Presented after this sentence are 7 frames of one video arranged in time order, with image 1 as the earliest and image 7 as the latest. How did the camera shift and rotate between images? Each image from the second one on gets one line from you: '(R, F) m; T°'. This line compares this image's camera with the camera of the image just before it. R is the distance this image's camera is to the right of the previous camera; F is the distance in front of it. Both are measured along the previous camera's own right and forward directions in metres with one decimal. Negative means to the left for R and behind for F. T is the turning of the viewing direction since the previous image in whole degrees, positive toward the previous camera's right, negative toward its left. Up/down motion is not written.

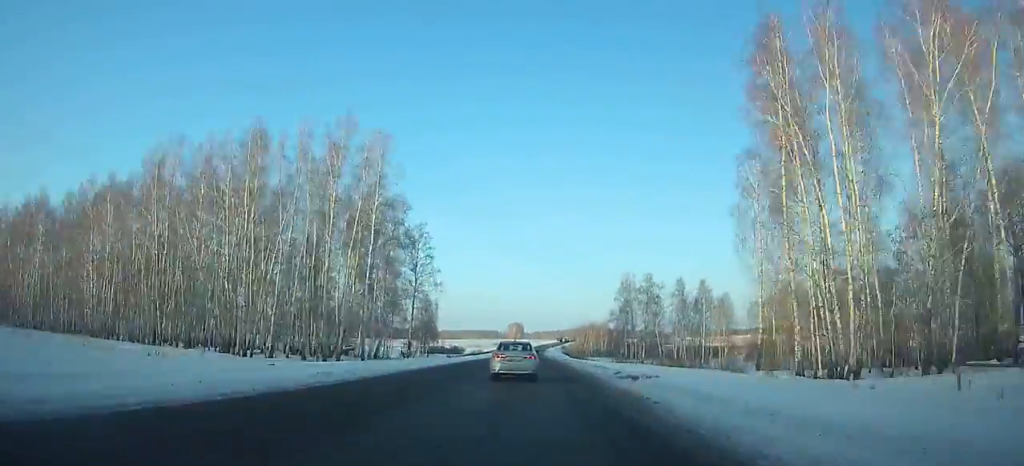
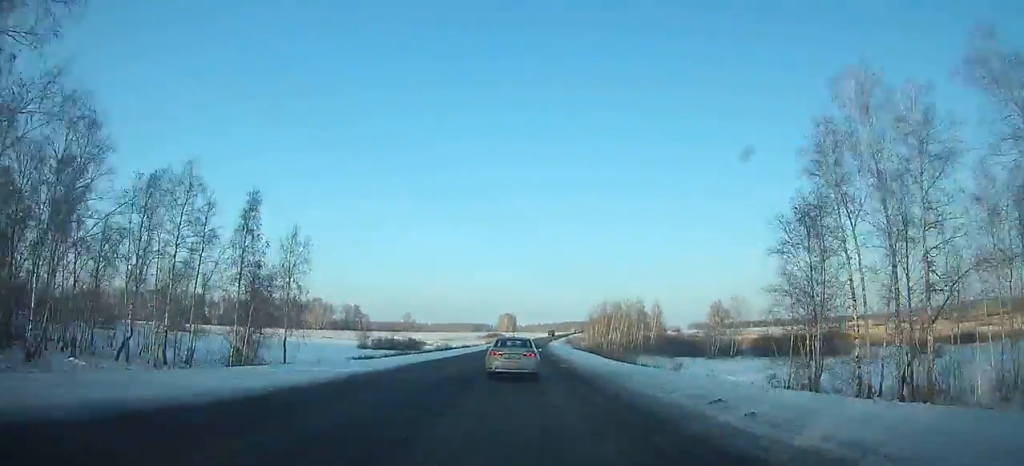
(0.0, +74.9) m; 0°
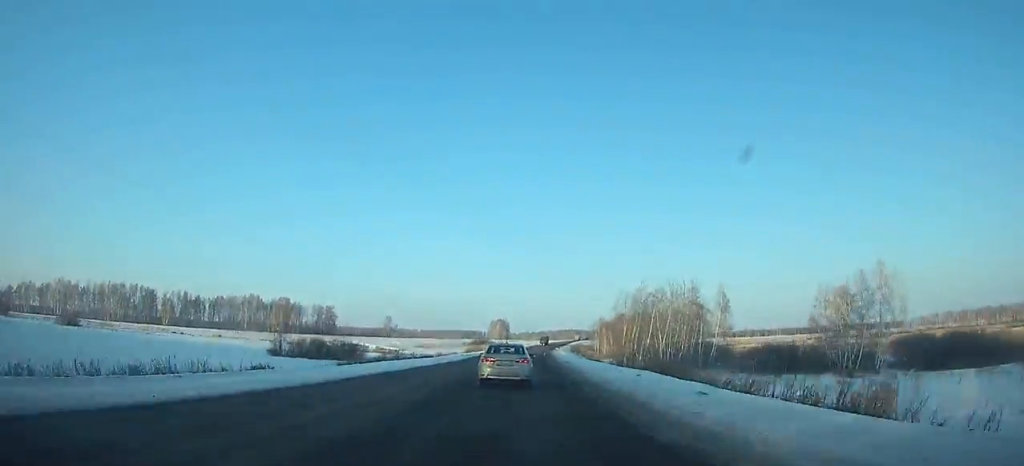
(+0.2, +49.8) m; +1°
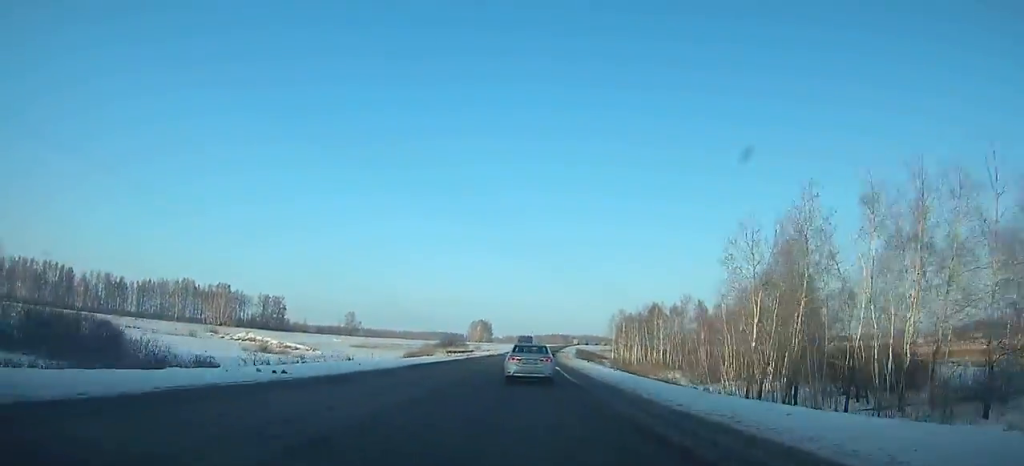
(+0.8, +62.3) m; +2°
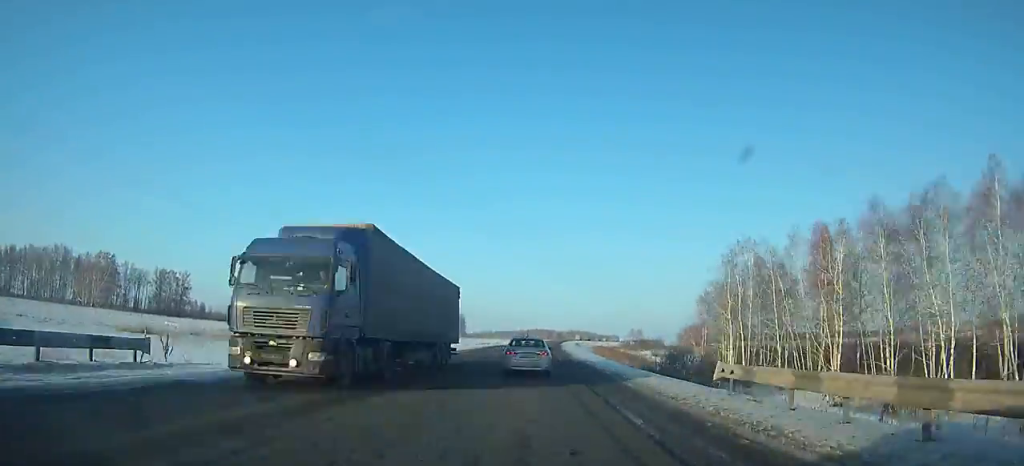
(+1.7, +83.4) m; +2°
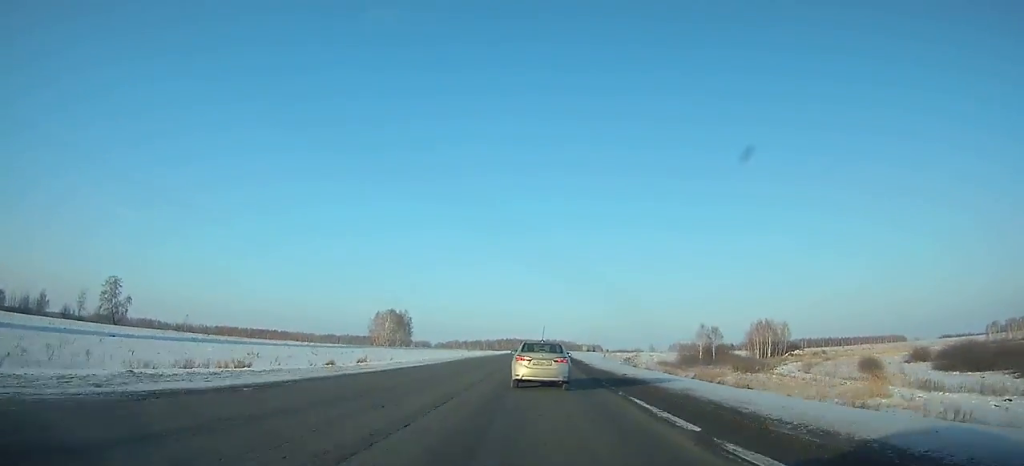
(+3.4, +115.3) m; +3°
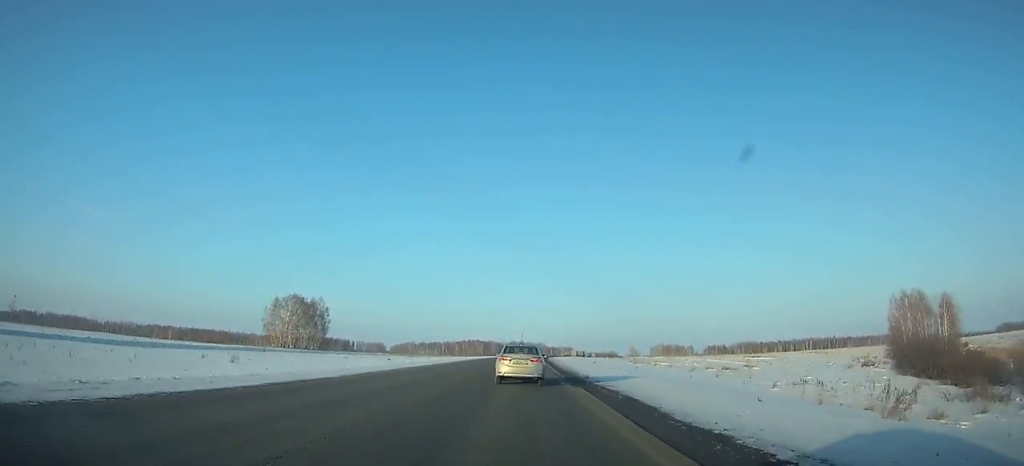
(+2.2, +90.5) m; +3°
